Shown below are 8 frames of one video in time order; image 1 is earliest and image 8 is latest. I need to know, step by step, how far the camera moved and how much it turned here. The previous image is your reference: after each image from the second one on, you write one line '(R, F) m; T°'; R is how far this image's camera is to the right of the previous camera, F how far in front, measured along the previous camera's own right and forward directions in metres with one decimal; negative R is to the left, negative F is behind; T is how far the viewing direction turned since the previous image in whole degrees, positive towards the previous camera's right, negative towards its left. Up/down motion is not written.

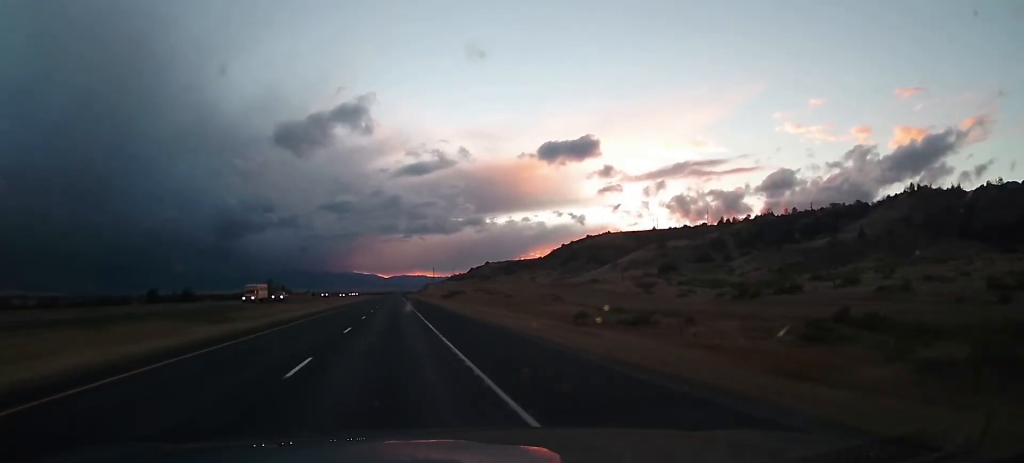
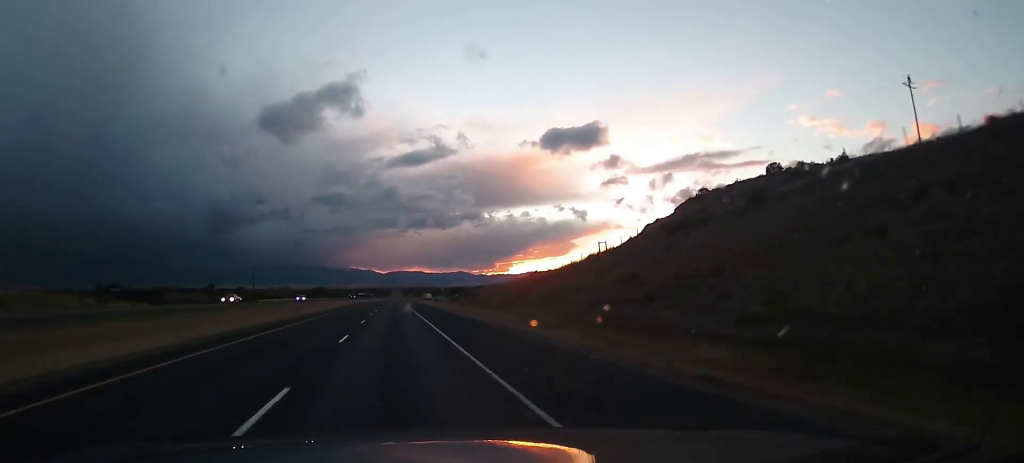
(+0.4, +502.4) m; +3°
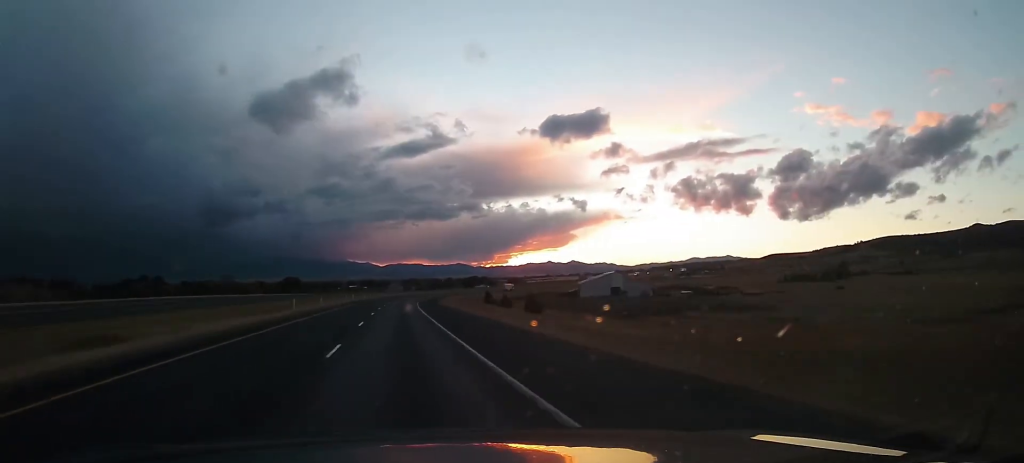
(+9.2, +192.8) m; +10°
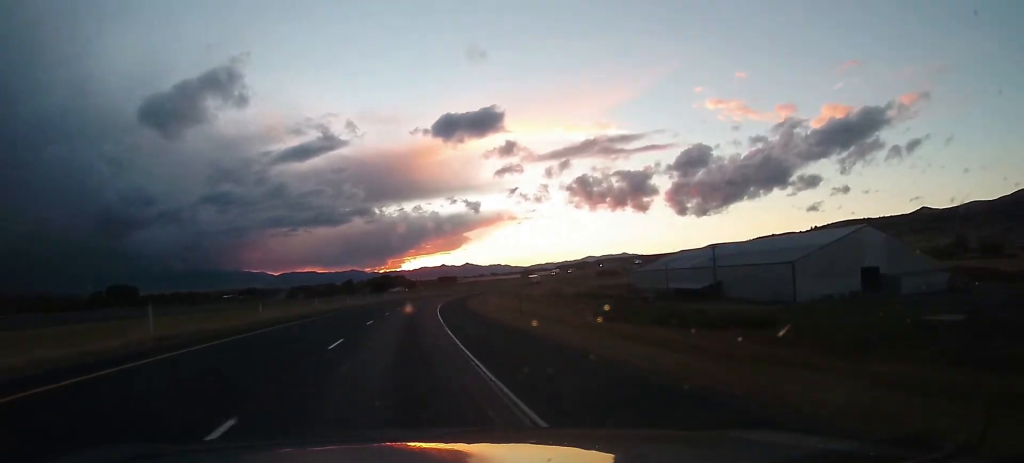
(+14.0, +200.5) m; +10°
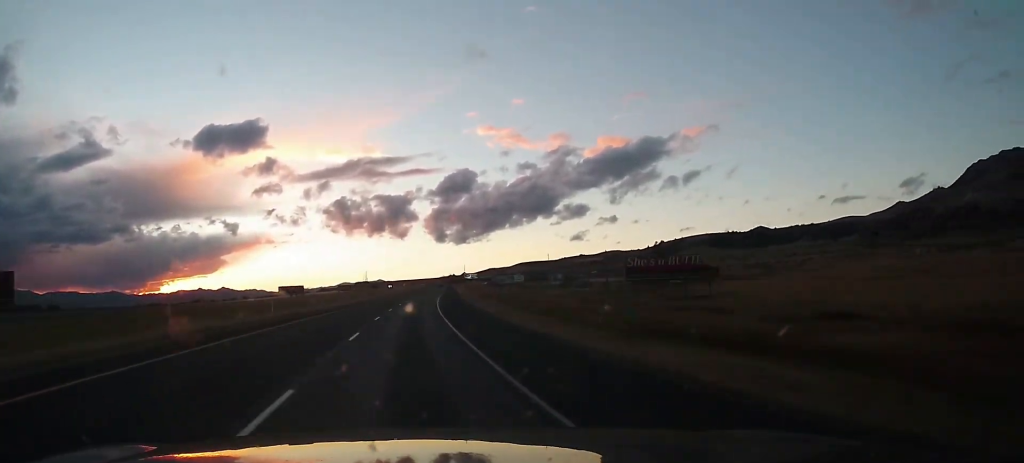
(+60.4, +365.5) m; +11°
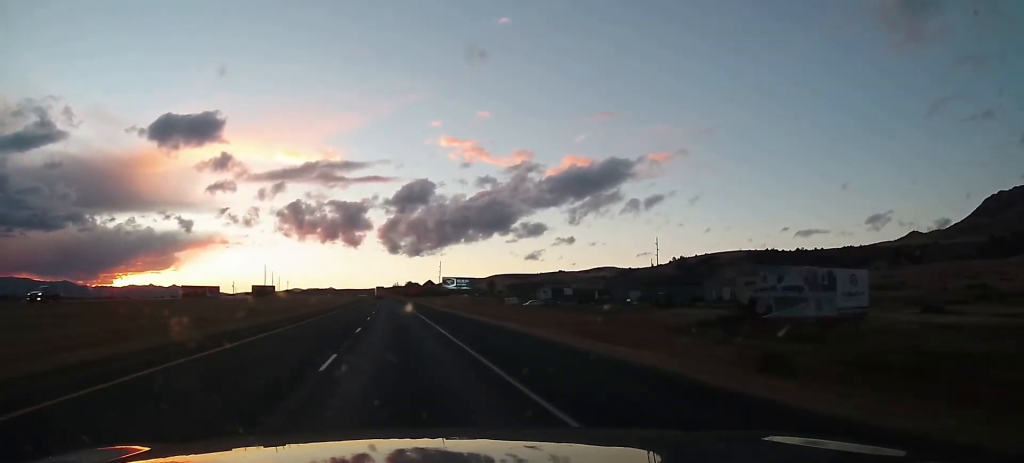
(+16.6, +335.2) m; 0°
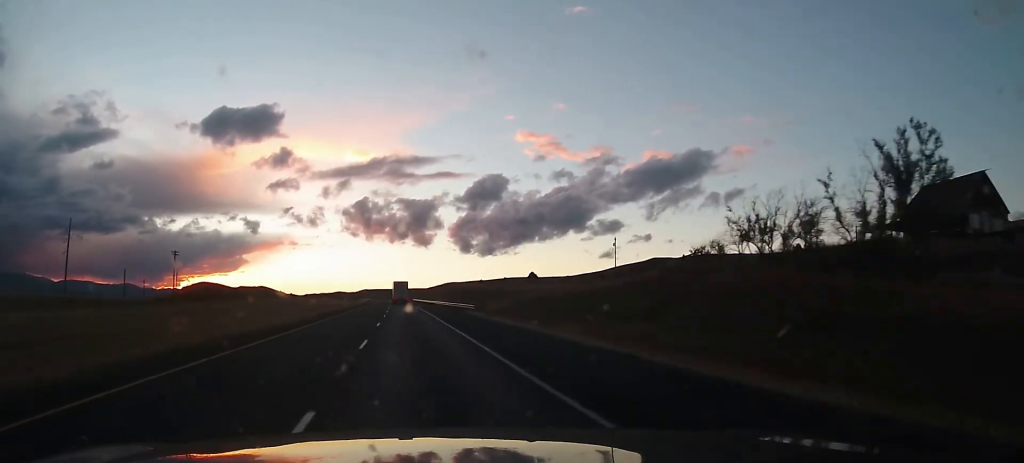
(-28.8, +394.1) m; -7°
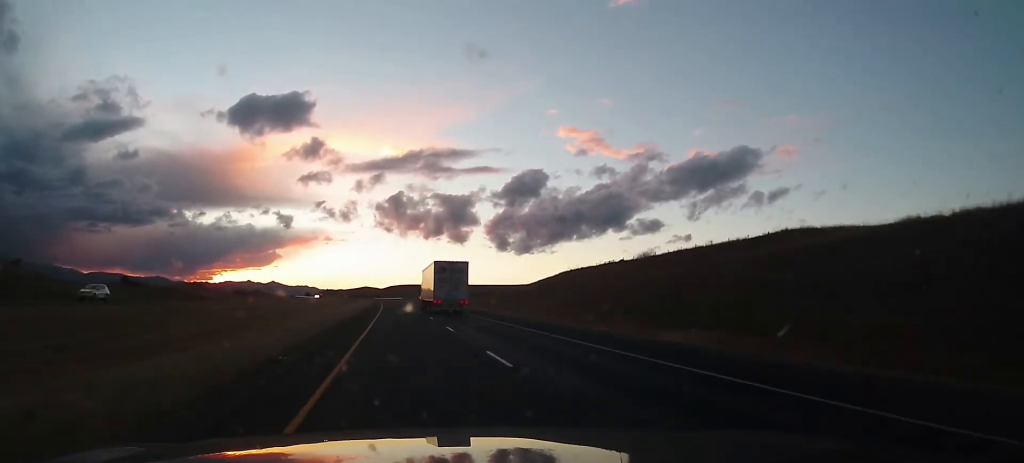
(-7.1, +179.1) m; -3°
